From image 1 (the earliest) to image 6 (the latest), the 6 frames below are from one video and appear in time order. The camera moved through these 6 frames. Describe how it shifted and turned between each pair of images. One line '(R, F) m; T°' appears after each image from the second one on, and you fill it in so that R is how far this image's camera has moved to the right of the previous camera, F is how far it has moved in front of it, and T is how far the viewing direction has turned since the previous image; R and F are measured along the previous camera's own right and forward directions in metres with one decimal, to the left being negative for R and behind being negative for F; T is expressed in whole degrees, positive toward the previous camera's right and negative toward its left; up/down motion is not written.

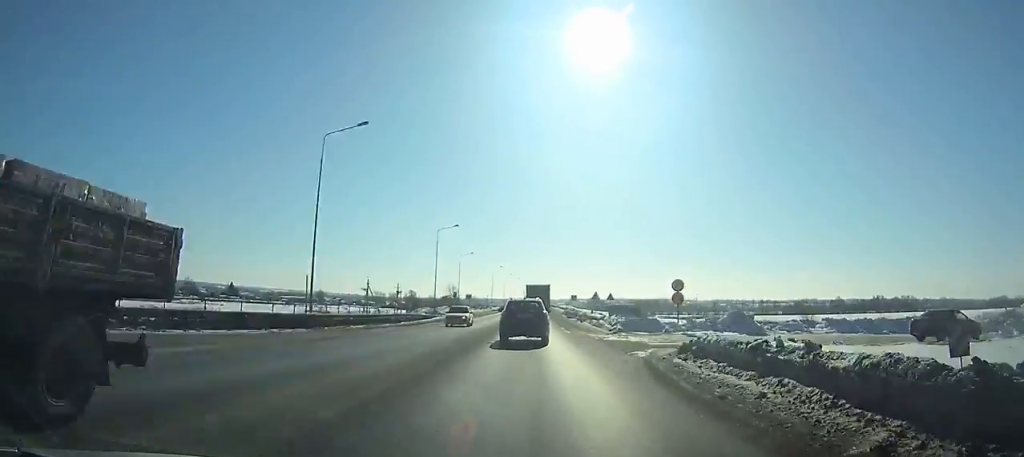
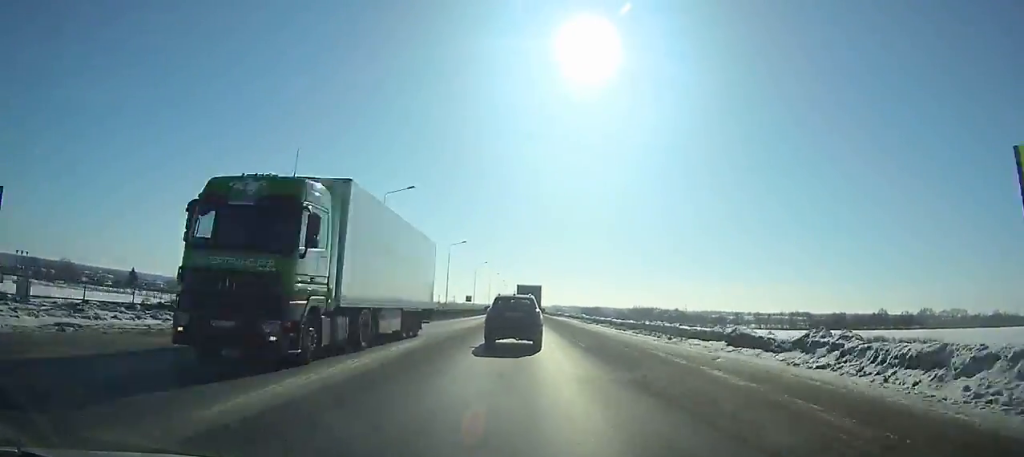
(+1.7, +101.7) m; +1°
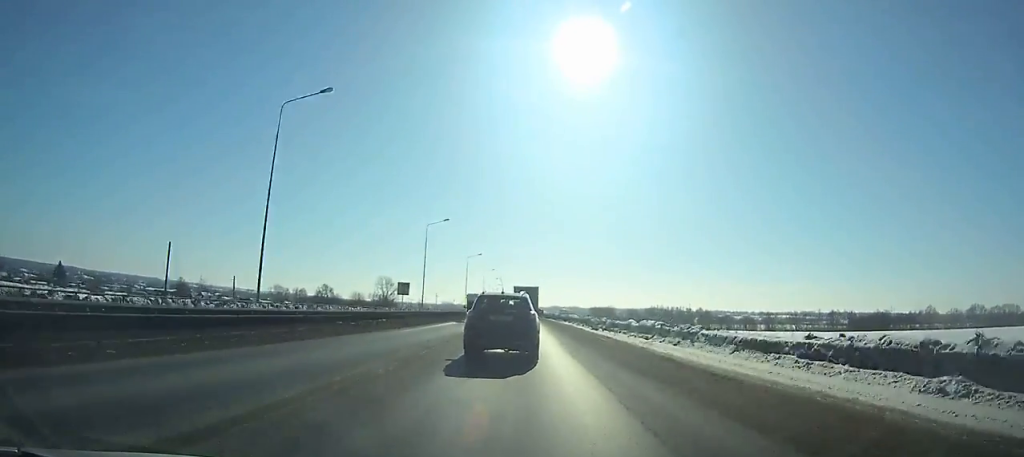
(+0.2, +61.8) m; 0°
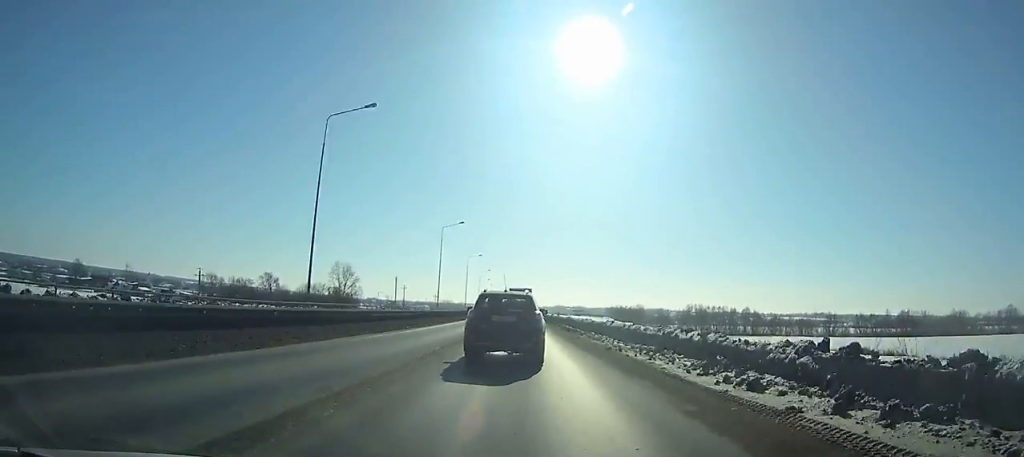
(+0.5, +78.3) m; 0°
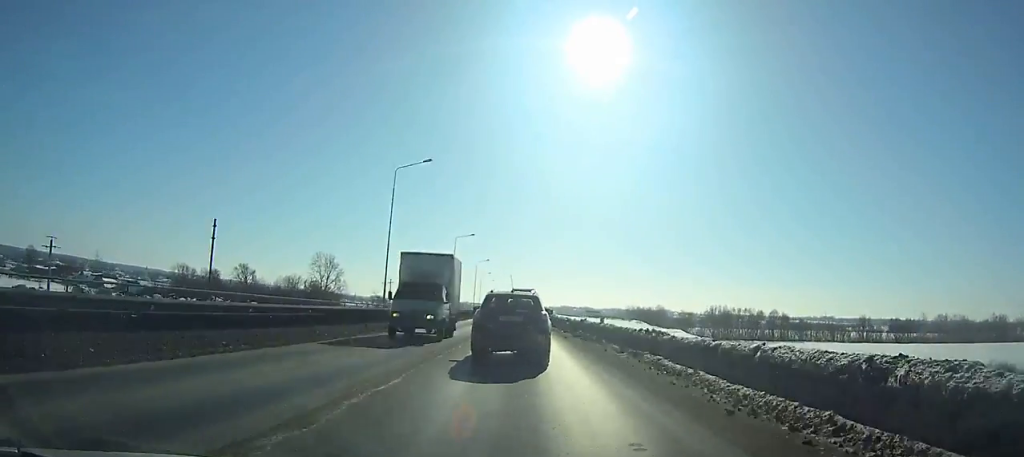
(-0.3, +29.0) m; -1°
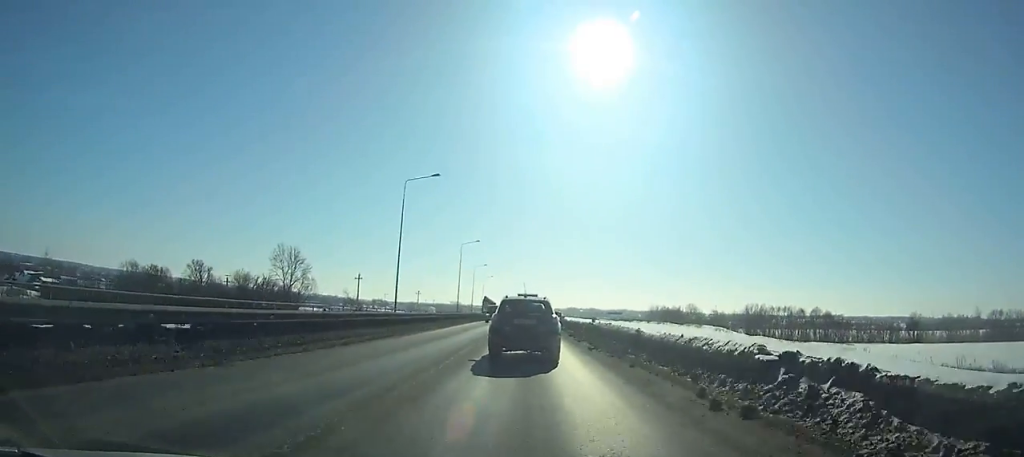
(-0.3, +38.1) m; -1°
